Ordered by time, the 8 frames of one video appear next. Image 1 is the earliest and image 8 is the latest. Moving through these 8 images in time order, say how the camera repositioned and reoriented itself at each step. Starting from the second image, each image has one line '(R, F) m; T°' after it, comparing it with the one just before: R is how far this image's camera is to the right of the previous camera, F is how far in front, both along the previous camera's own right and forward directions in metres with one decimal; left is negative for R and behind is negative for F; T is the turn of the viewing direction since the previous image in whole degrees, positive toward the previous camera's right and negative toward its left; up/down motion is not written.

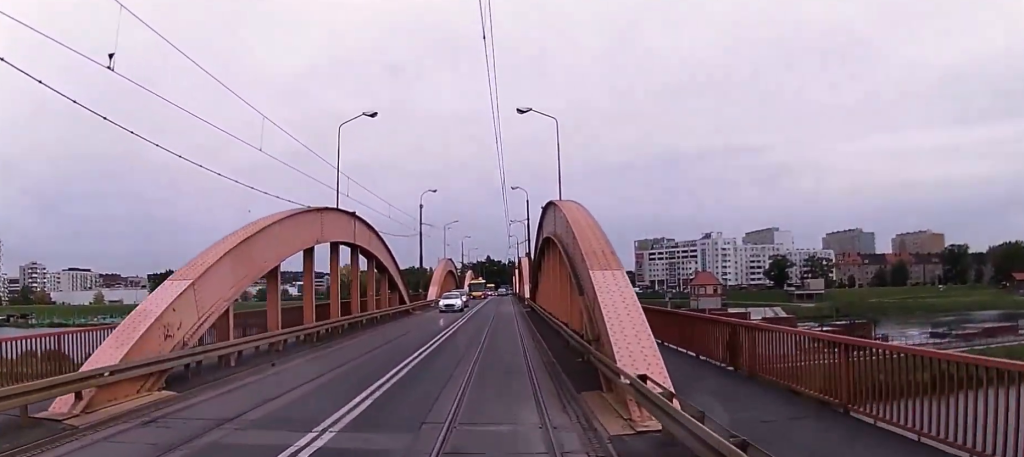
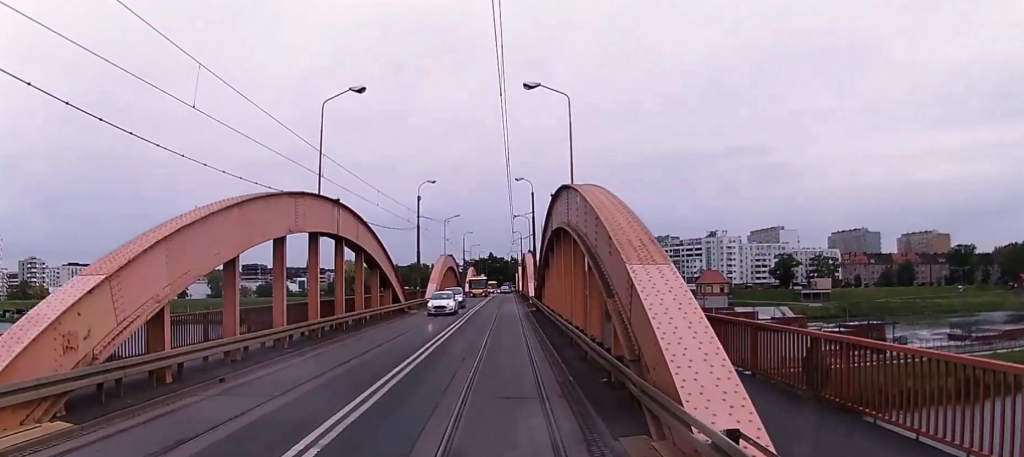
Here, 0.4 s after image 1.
(+0.1, +3.6) m; +1°
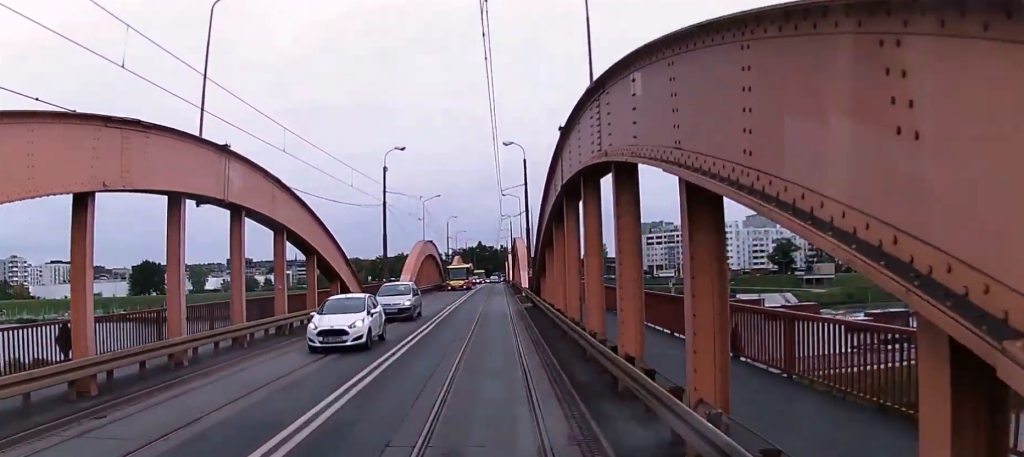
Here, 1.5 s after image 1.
(+0.1, +9.7) m; +1°
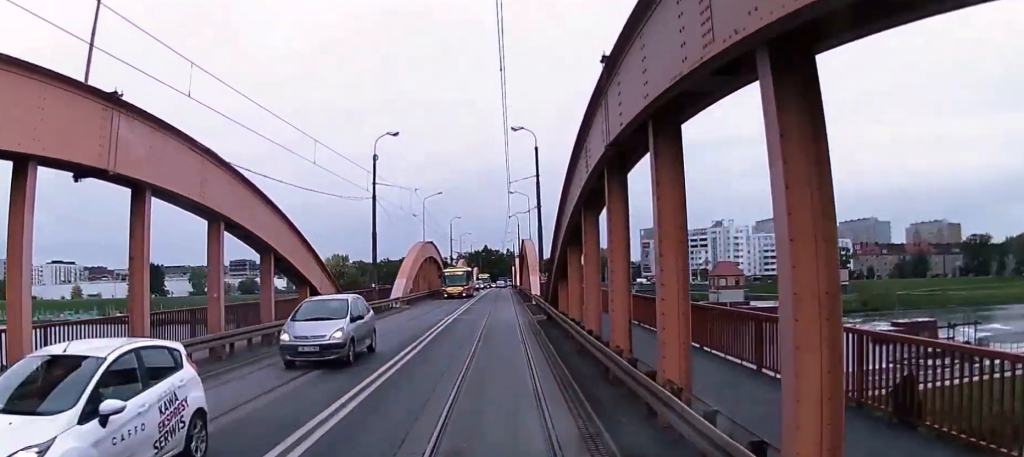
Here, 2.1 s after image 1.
(0.0, +5.8) m; 0°
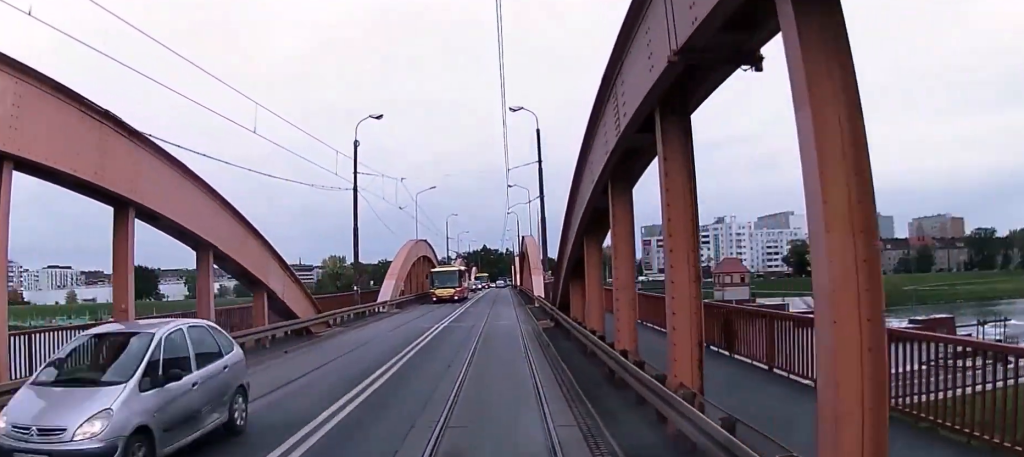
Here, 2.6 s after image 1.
(0.0, +4.3) m; 0°
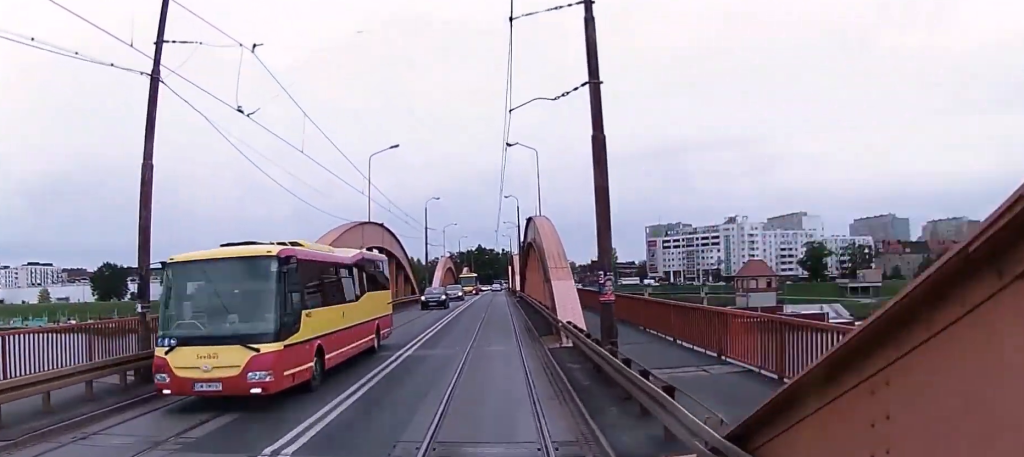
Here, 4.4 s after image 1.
(+0.3, +20.1) m; +1°
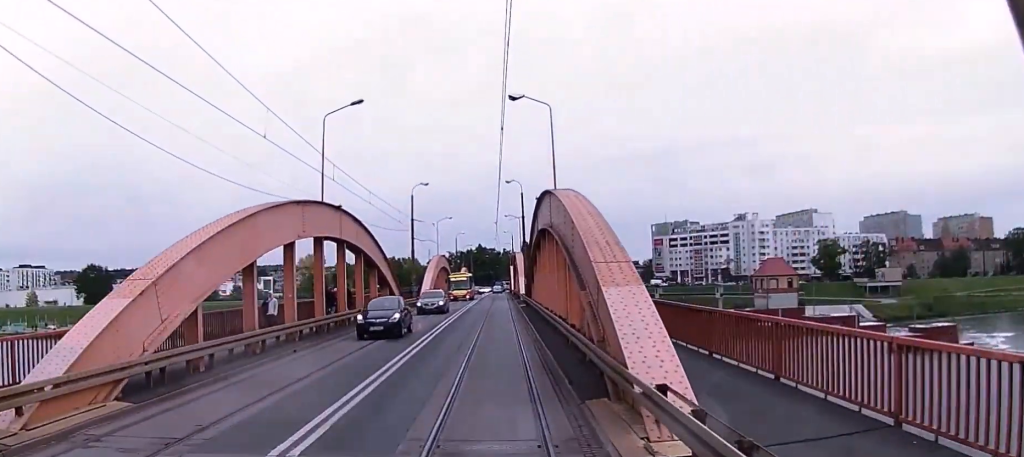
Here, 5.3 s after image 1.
(-0.2, +11.2) m; -1°
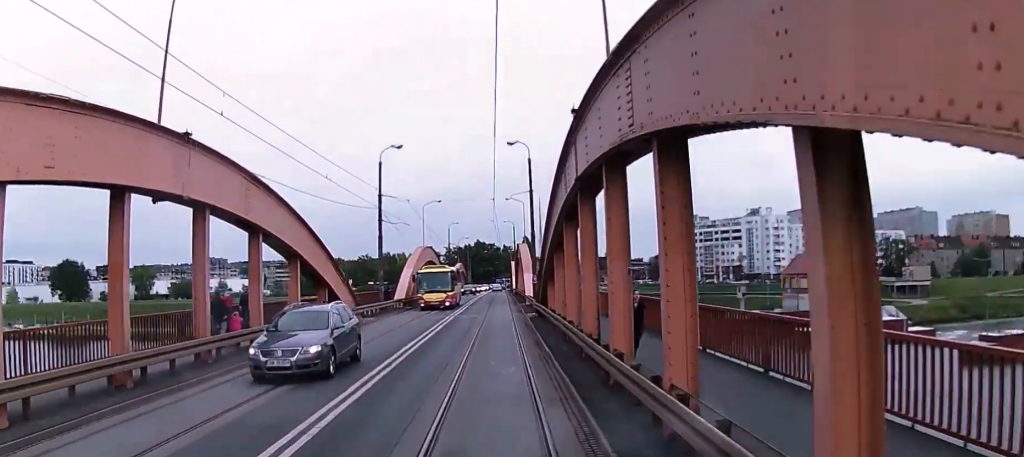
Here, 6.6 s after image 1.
(-0.2, +15.5) m; 0°
